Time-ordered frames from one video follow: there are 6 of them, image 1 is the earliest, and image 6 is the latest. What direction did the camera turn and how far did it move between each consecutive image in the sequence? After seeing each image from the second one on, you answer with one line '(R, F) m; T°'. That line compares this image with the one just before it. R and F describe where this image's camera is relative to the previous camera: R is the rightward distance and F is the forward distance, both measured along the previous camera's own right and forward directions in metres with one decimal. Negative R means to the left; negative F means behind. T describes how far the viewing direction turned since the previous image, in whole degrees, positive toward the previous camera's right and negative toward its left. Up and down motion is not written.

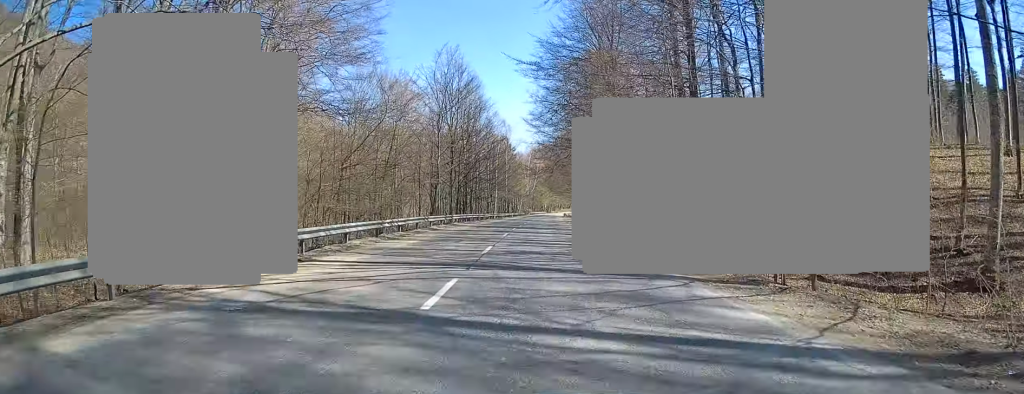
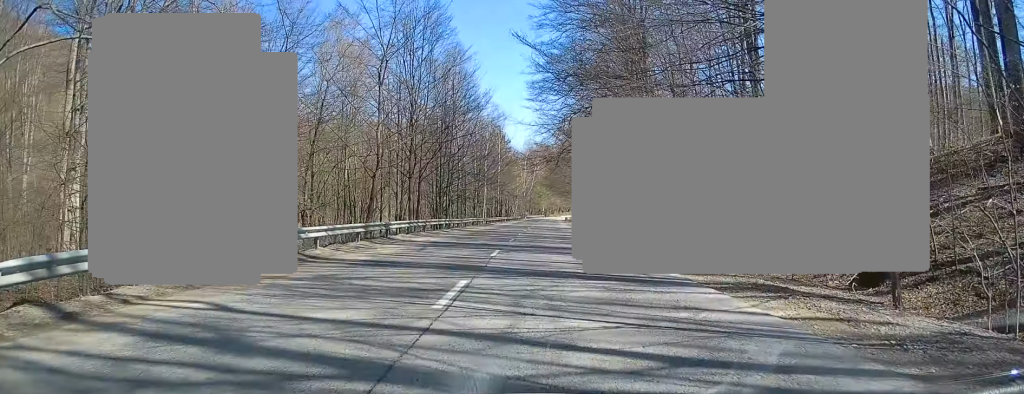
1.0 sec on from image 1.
(+0.1, +19.1) m; 0°
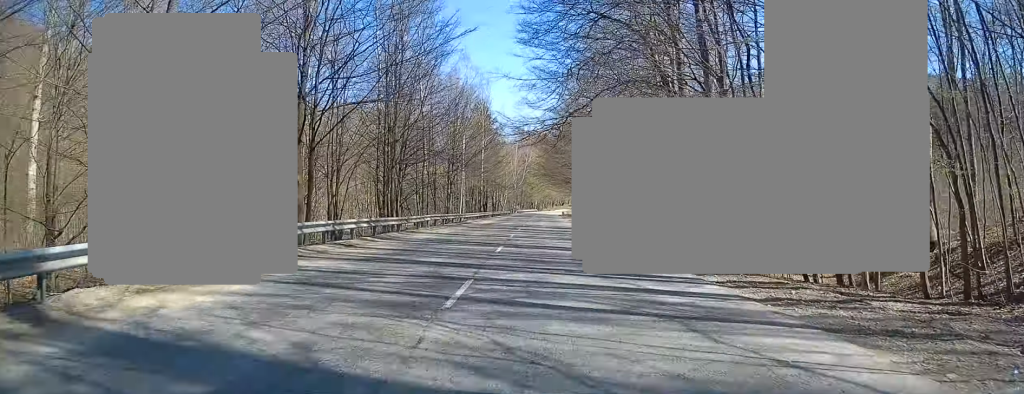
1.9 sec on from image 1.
(-0.1, +18.1) m; 0°
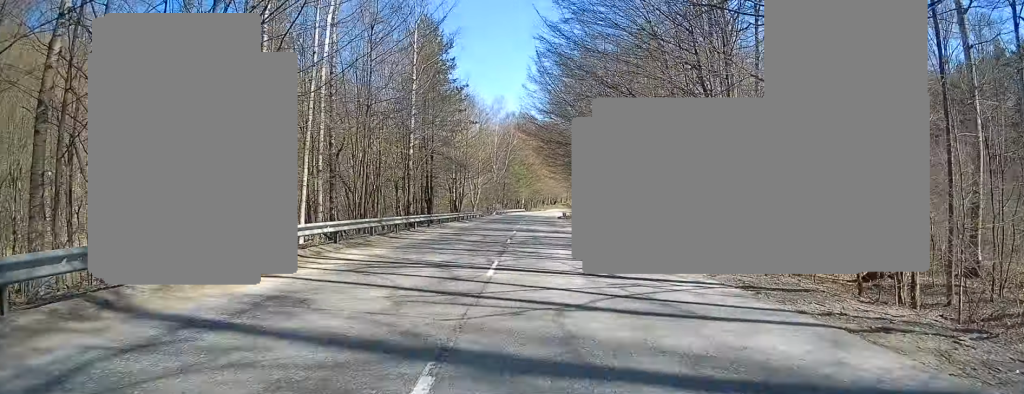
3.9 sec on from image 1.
(+1.4, +40.5) m; +3°
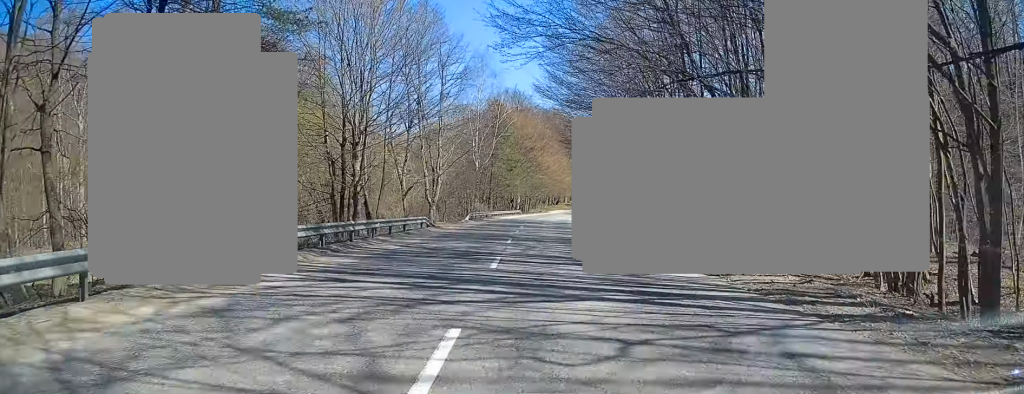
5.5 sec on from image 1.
(-0.4, +34.4) m; -1°
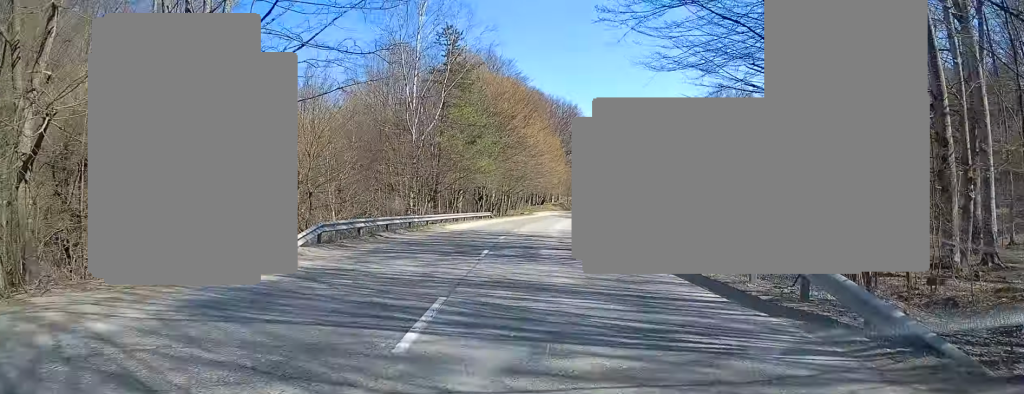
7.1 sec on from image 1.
(+0.3, +34.0) m; +1°
